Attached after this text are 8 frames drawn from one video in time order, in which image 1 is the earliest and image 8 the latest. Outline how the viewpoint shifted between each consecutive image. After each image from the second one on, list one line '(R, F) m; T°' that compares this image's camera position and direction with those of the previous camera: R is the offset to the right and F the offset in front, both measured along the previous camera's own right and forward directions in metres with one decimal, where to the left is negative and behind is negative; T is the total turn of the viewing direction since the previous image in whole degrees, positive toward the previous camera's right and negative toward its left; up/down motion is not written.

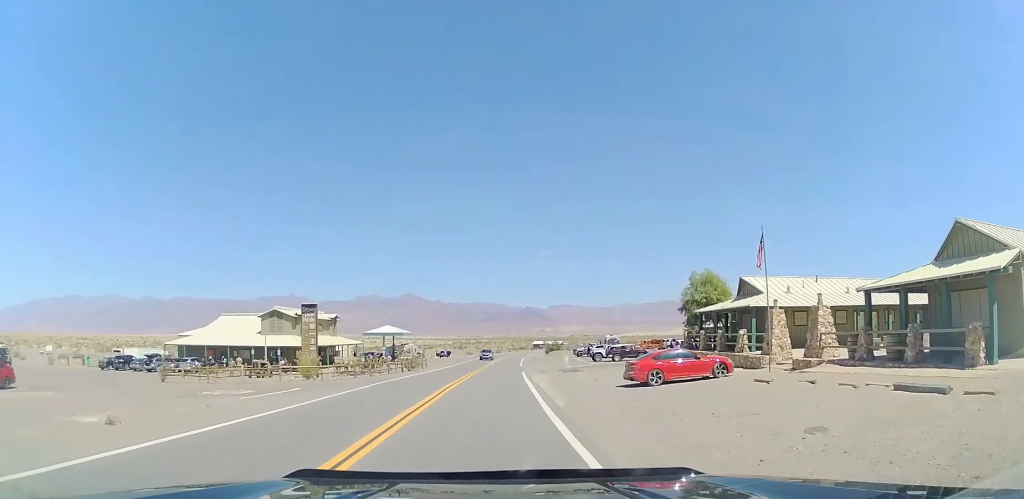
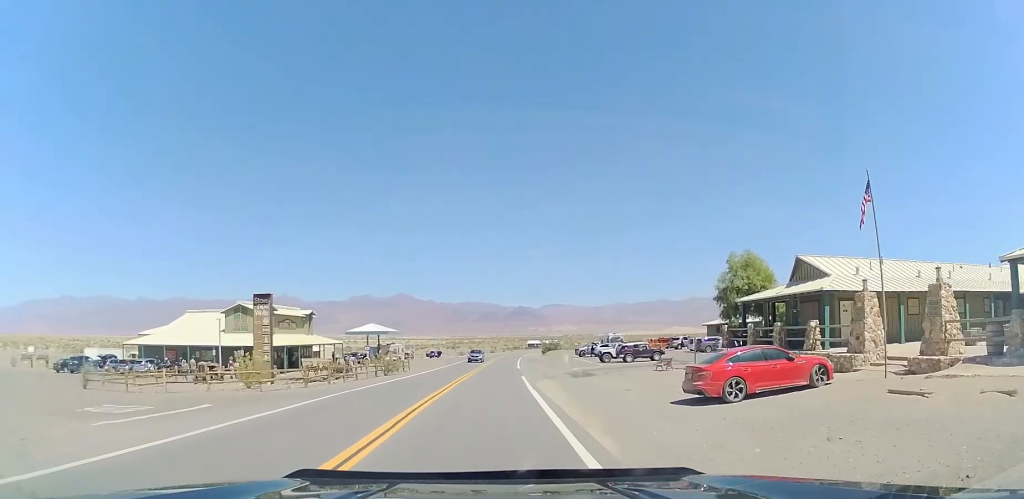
(0.0, +9.0) m; 0°
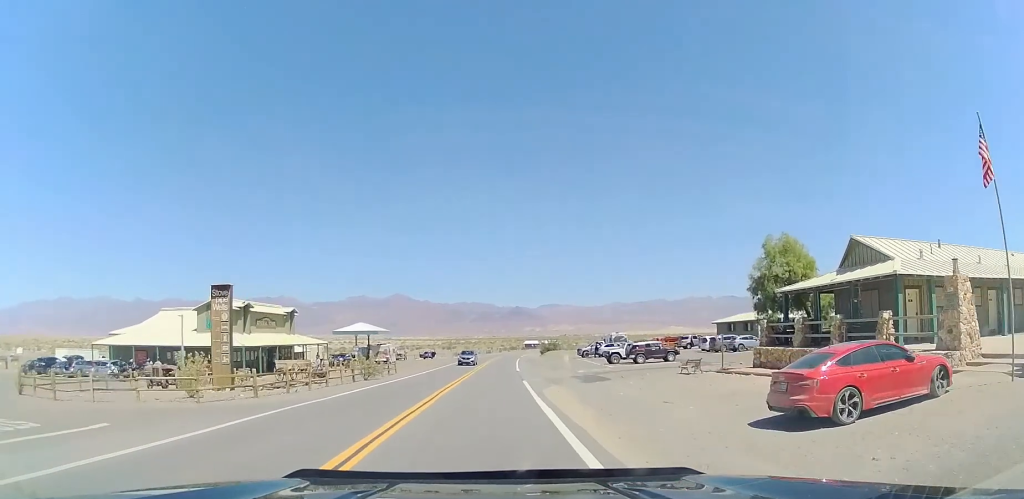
(0.0, +6.1) m; +1°
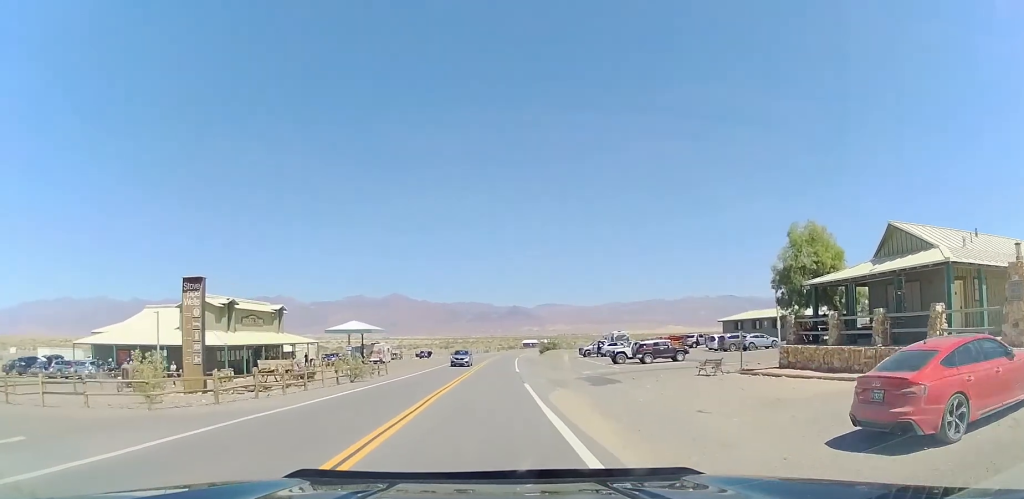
(0.0, +3.3) m; +1°
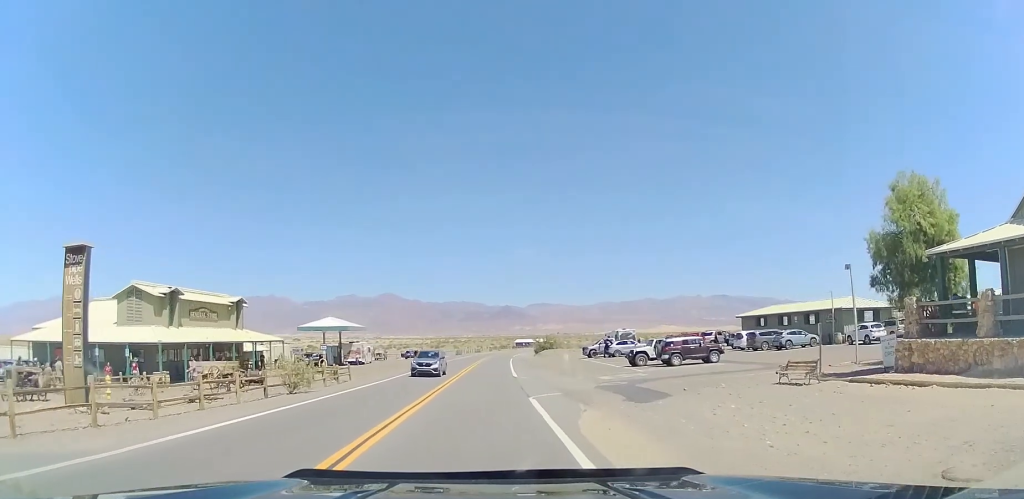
(+0.6, +9.7) m; +4°
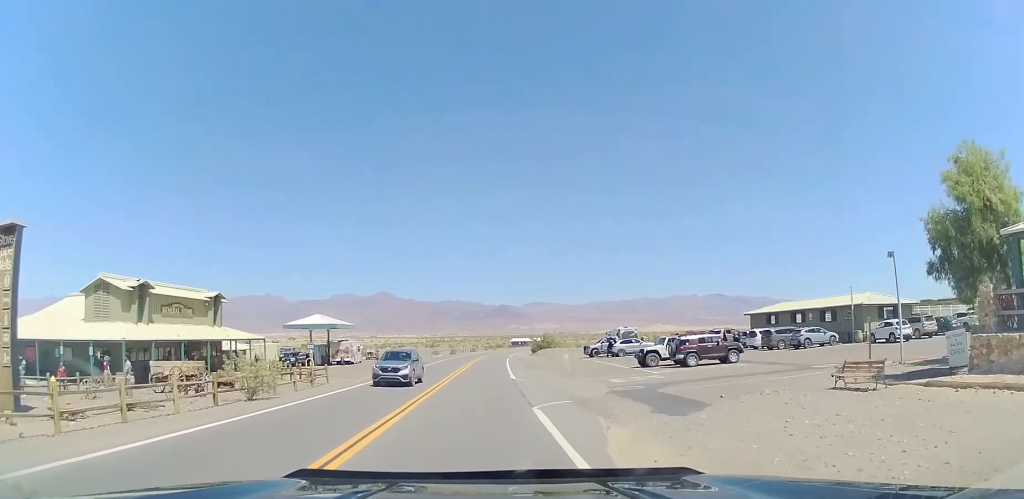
(-0.1, +3.9) m; -4°
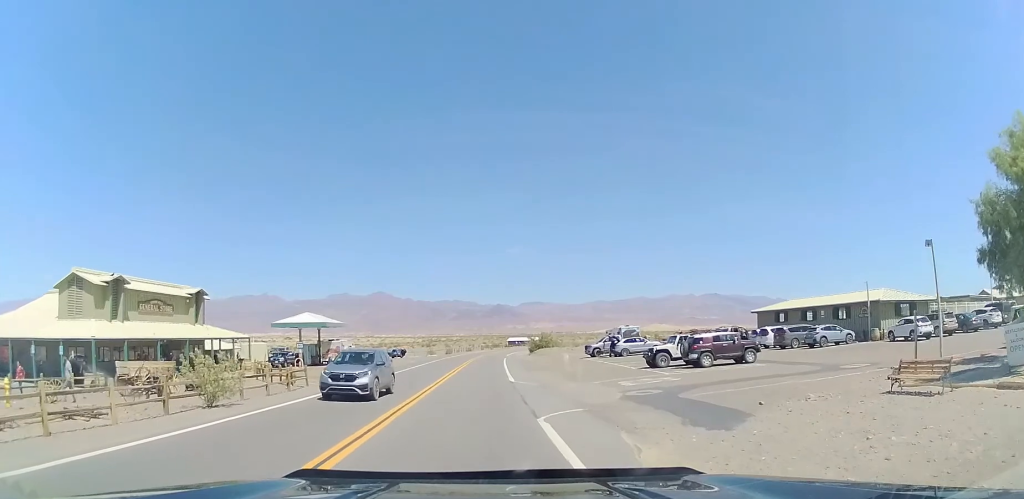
(-0.1, +2.9) m; -1°
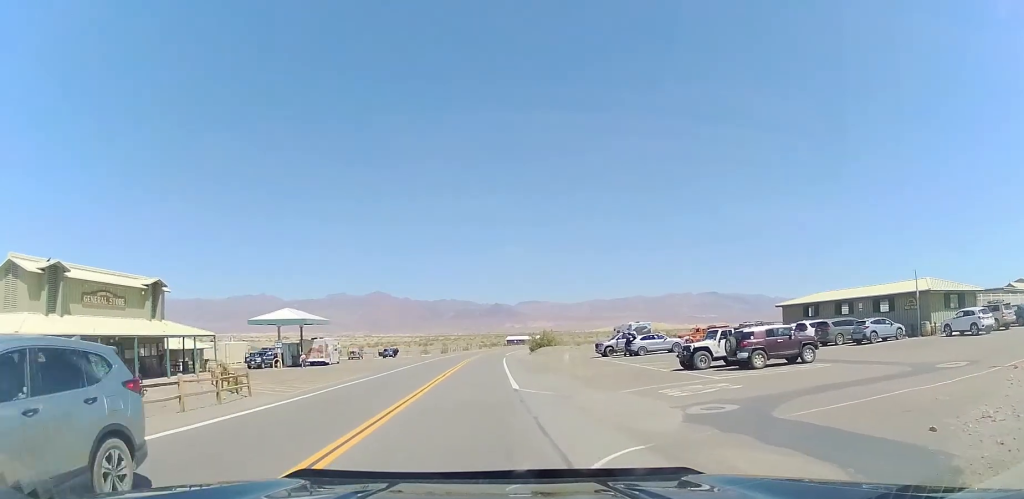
(+0.3, +6.1) m; +3°
